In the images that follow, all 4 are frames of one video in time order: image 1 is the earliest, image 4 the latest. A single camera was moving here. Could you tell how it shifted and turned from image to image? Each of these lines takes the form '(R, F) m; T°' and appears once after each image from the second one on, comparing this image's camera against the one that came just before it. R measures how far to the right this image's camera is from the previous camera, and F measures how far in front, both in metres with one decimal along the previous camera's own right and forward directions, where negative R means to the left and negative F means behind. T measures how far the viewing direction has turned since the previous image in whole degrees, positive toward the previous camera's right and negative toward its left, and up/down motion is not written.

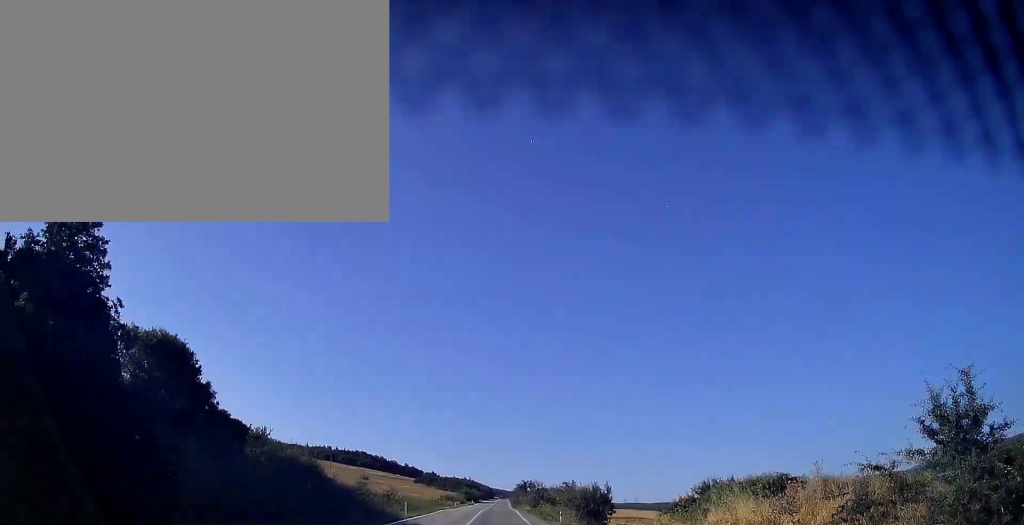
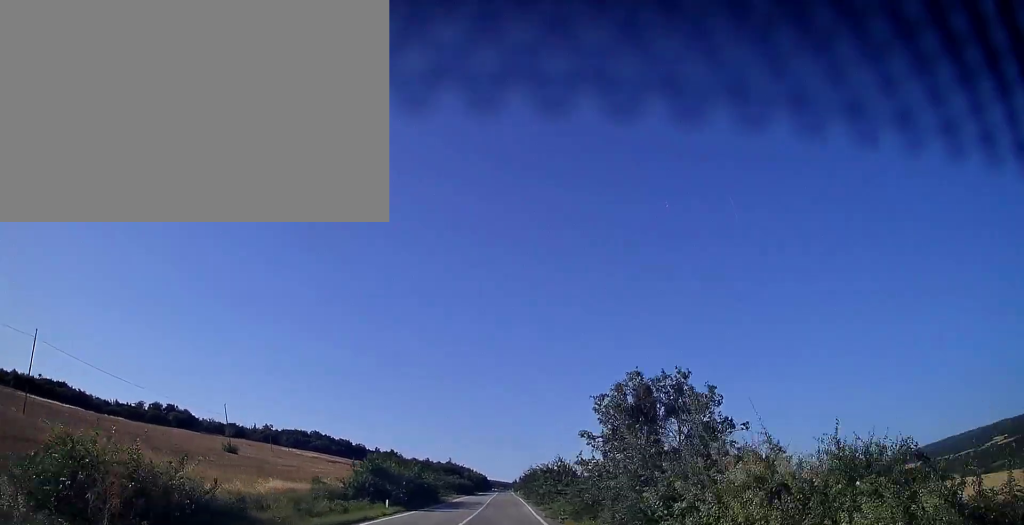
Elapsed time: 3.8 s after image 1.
(-0.2, +93.6) m; 0°
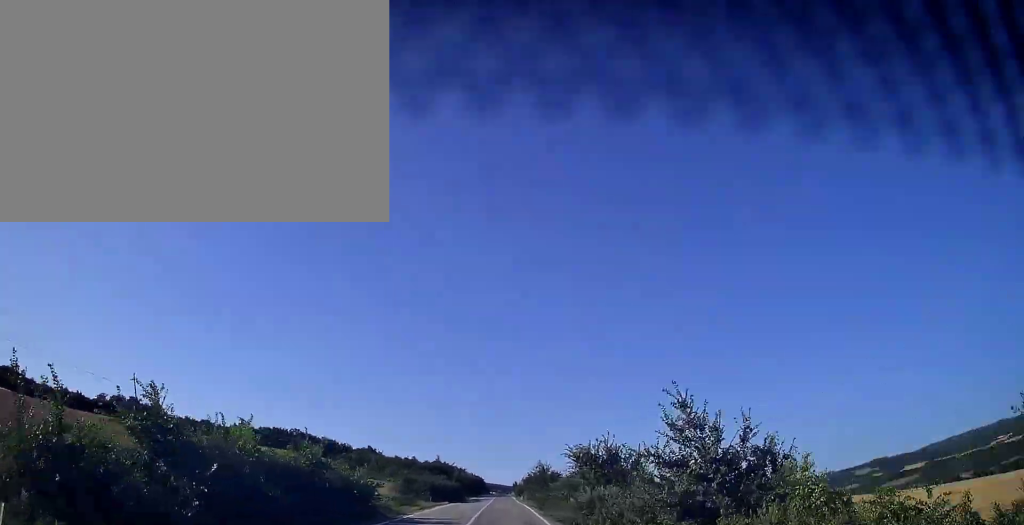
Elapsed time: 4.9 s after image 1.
(0.0, +25.5) m; 0°
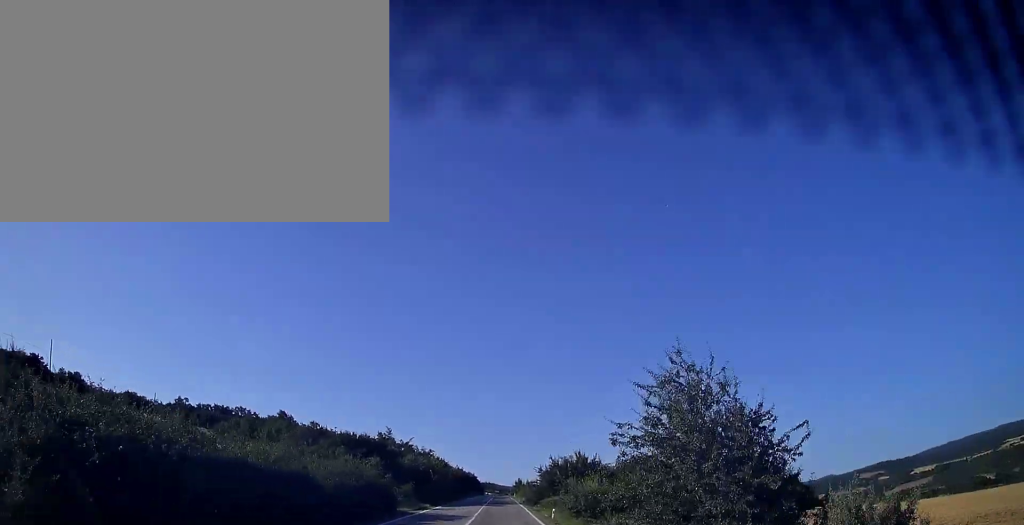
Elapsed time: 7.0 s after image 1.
(+0.4, +53.8) m; +1°
